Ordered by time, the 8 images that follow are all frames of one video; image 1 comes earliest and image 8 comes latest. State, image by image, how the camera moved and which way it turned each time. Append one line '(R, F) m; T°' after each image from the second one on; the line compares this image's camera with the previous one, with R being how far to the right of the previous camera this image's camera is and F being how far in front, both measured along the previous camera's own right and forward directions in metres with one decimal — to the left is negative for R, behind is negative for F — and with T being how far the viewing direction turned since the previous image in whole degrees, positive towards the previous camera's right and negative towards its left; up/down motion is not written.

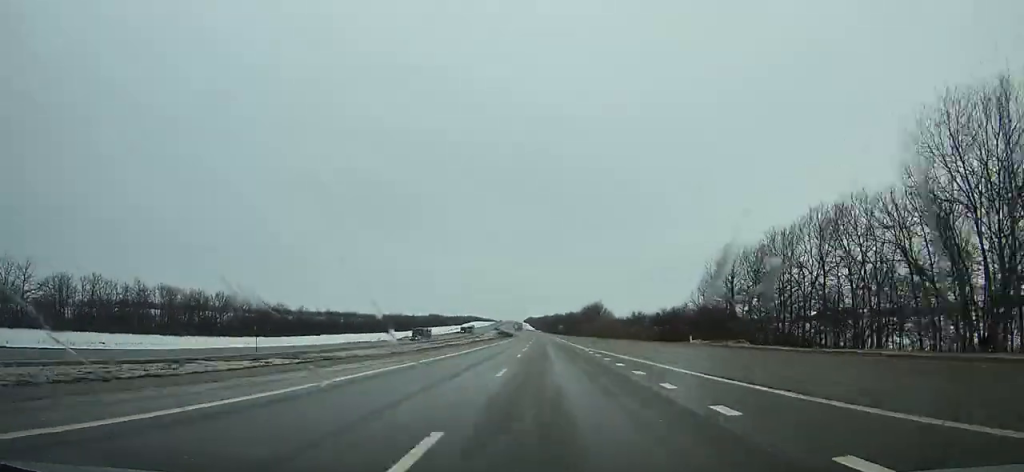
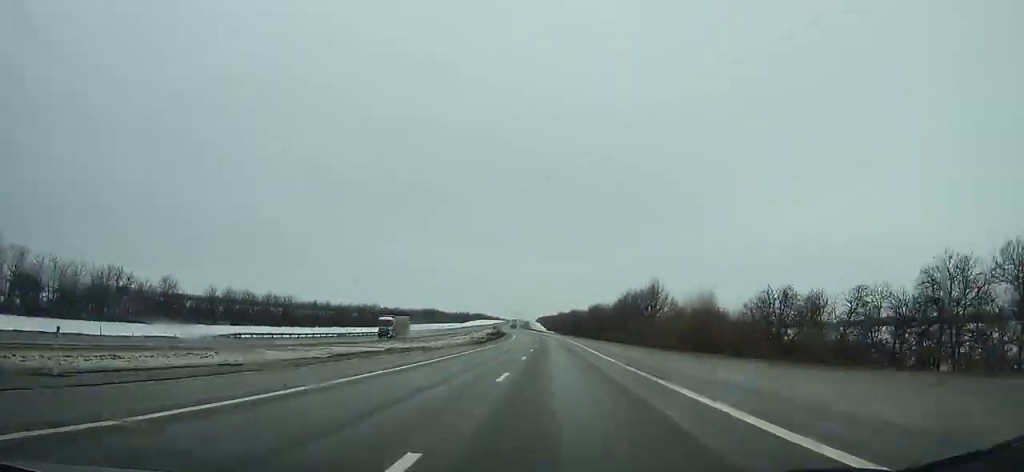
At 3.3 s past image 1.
(-0.8, +86.1) m; -1°
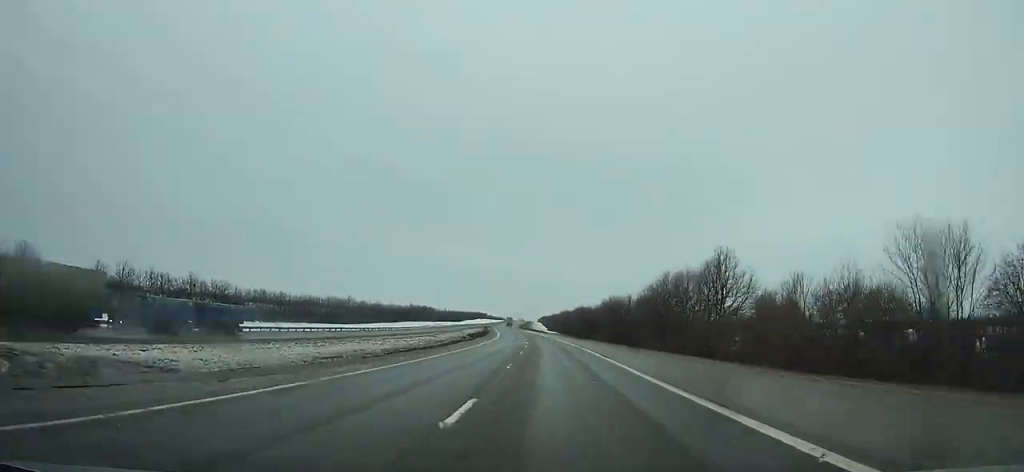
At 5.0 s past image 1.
(-0.2, +44.0) m; -1°
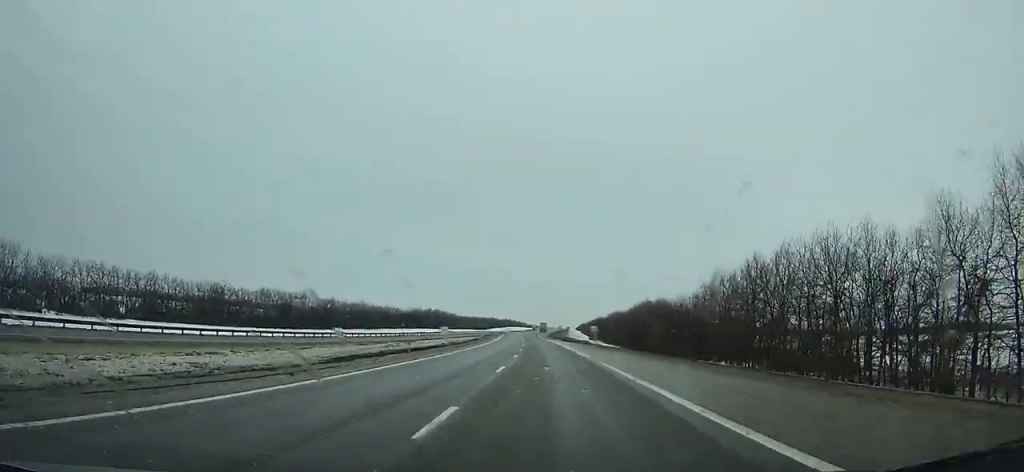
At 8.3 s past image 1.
(-2.4, +84.8) m; -3°
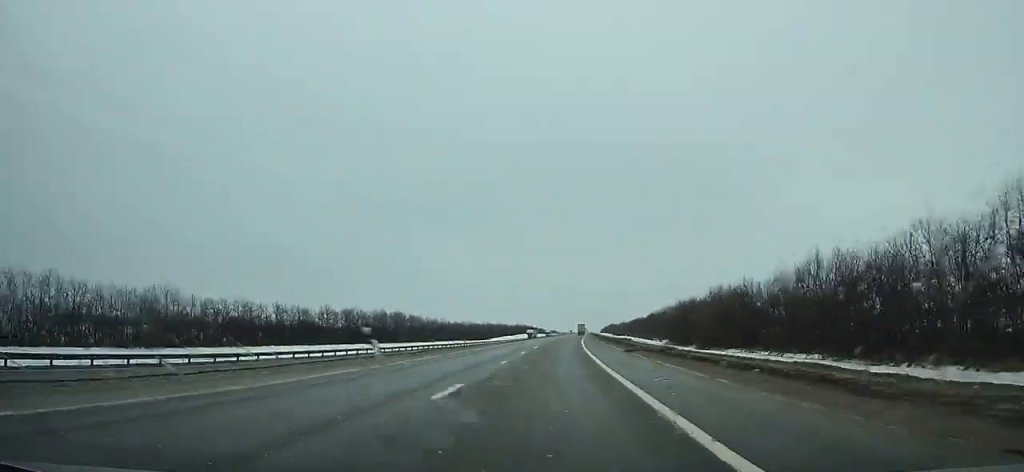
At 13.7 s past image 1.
(-3.6, +138.5) m; -1°
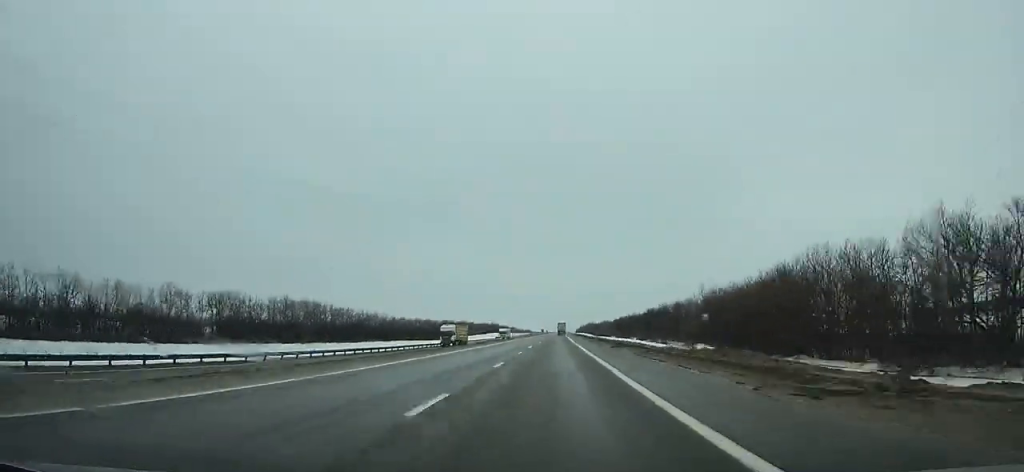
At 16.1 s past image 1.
(+0.9, +61.6) m; +2°
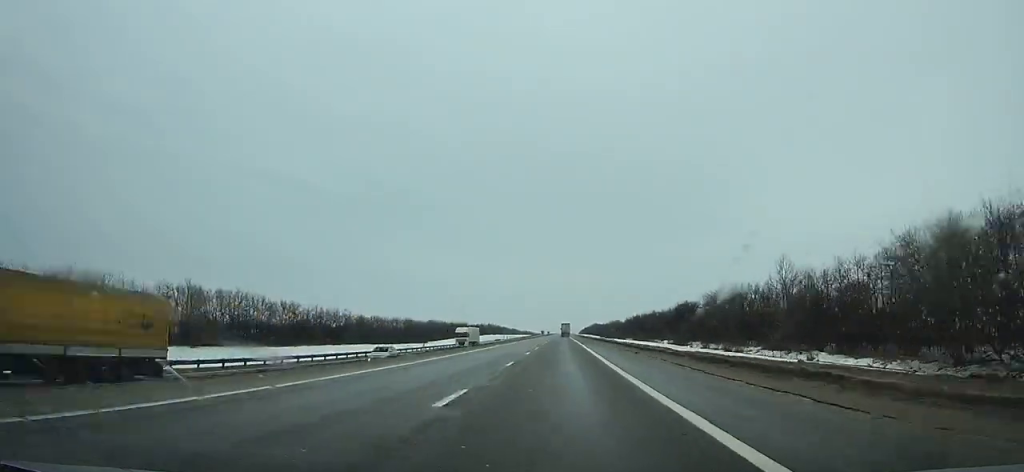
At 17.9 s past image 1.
(+0.8, +46.2) m; 0°
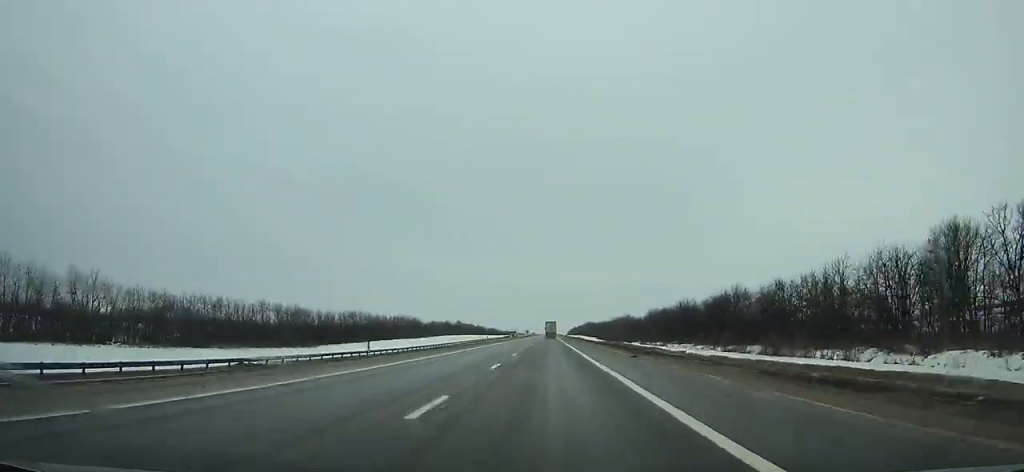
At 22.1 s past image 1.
(-0.4, +107.9) m; 0°
